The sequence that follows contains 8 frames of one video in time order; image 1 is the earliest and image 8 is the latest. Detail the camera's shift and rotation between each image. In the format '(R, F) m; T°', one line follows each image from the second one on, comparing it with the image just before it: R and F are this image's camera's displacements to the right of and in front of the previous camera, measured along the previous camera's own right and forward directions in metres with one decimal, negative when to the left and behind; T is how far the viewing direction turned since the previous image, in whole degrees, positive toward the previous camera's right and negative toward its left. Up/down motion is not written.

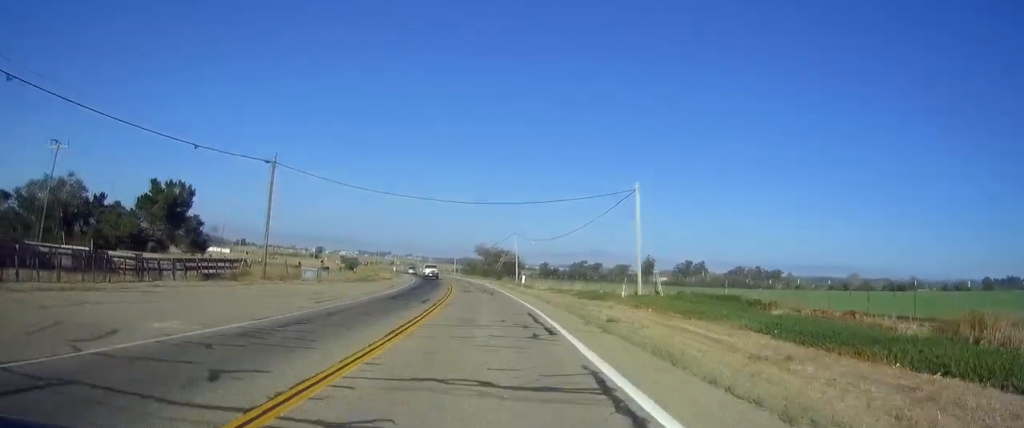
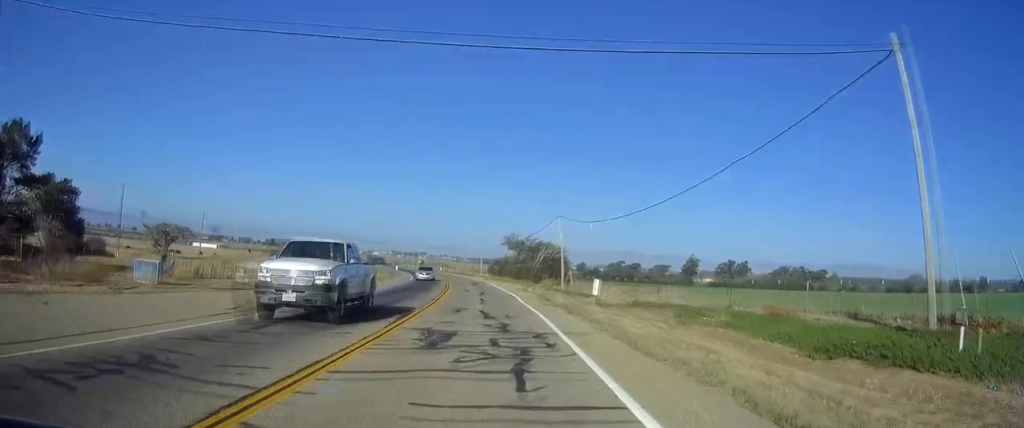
(0.0, +33.7) m; 0°
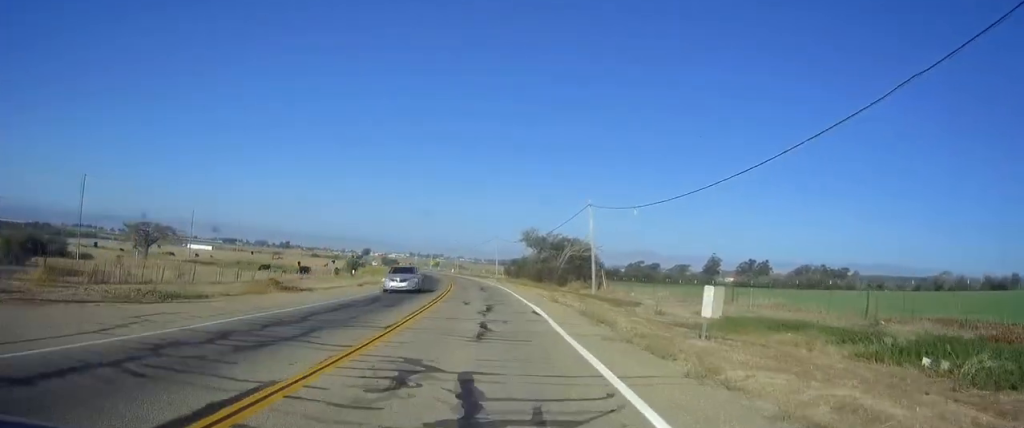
(0.0, +13.9) m; 0°
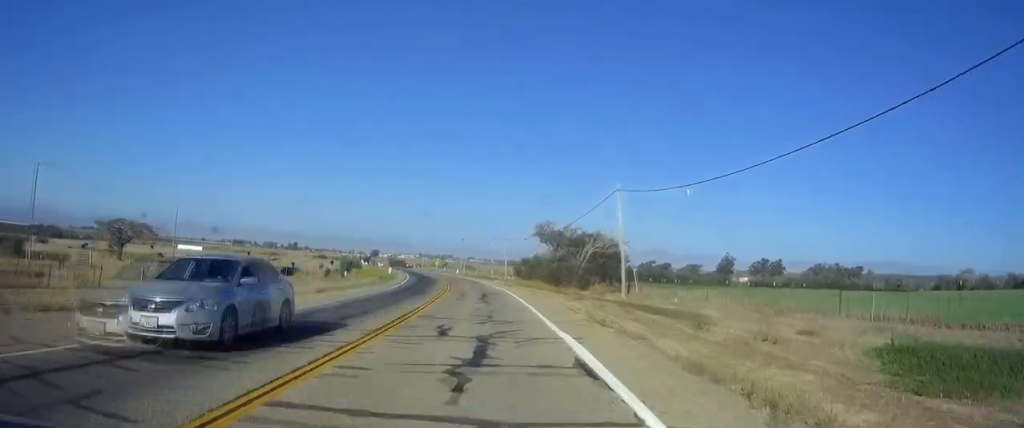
(0.0, +11.9) m; 0°
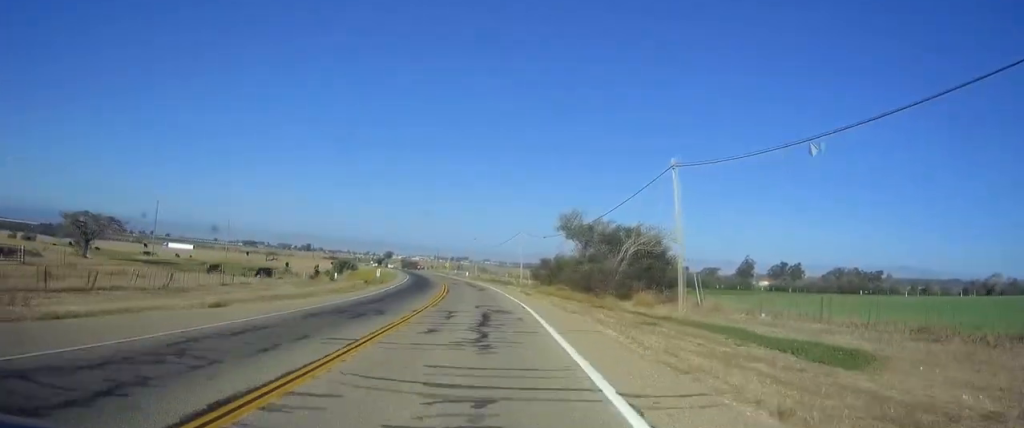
(0.0, +14.2) m; 0°
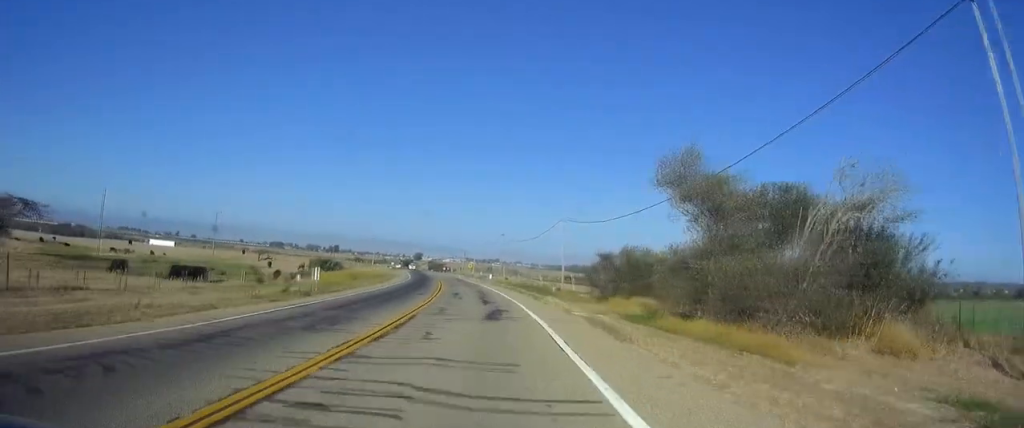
(0.0, +27.5) m; 0°
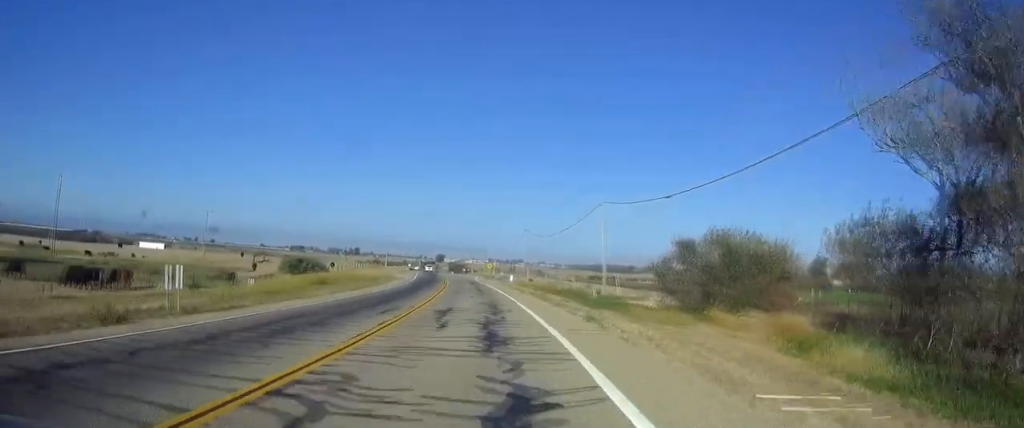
(0.0, +16.6) m; -4°
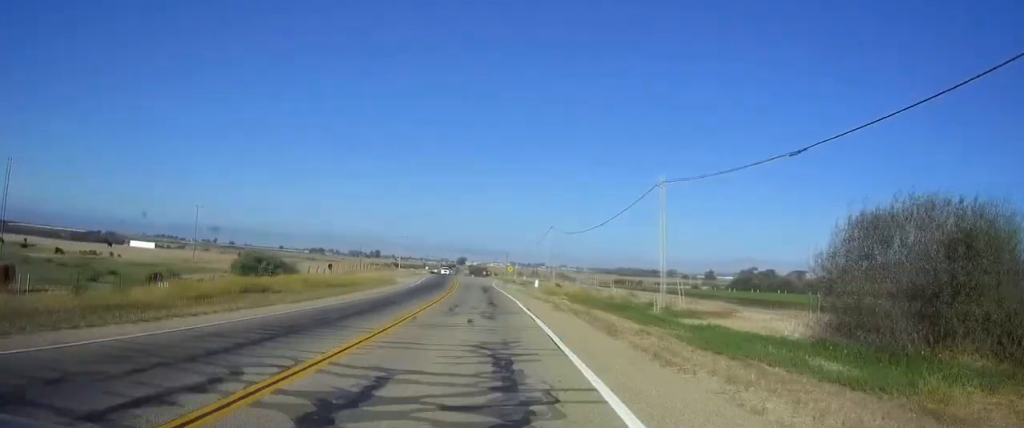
(-0.7, +15.0) m; -4°
